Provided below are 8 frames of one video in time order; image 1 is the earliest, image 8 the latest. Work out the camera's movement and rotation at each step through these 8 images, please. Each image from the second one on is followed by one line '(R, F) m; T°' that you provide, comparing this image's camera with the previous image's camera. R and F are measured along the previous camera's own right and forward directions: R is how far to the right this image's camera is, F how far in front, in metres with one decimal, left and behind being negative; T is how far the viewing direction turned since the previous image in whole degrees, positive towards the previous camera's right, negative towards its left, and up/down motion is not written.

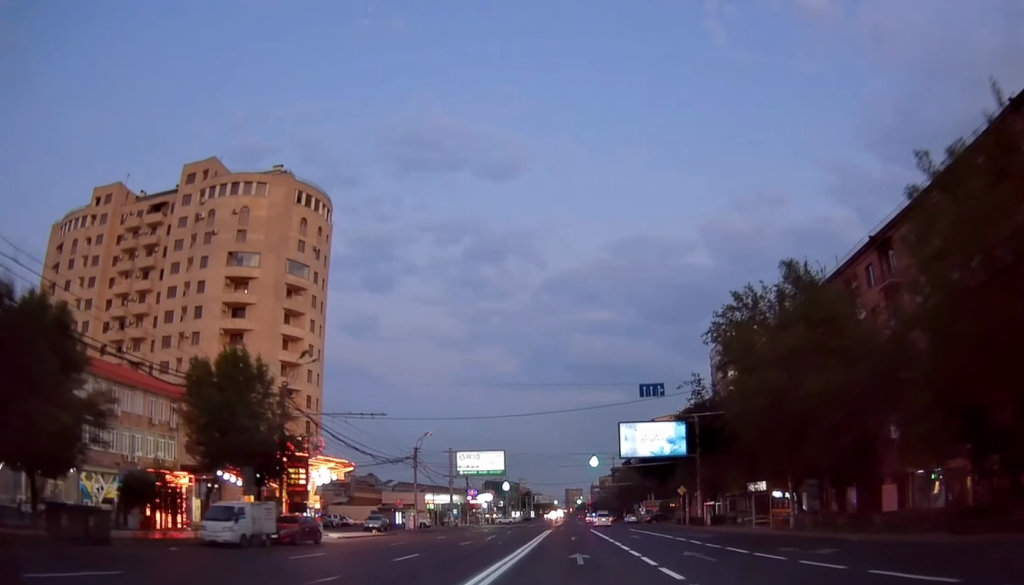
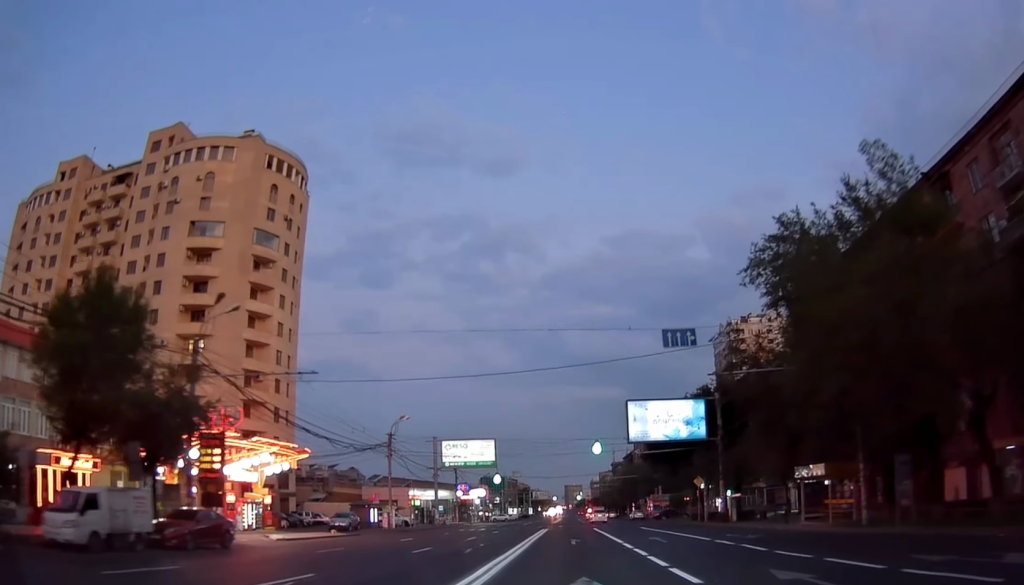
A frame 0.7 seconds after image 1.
(0.0, +9.6) m; -1°
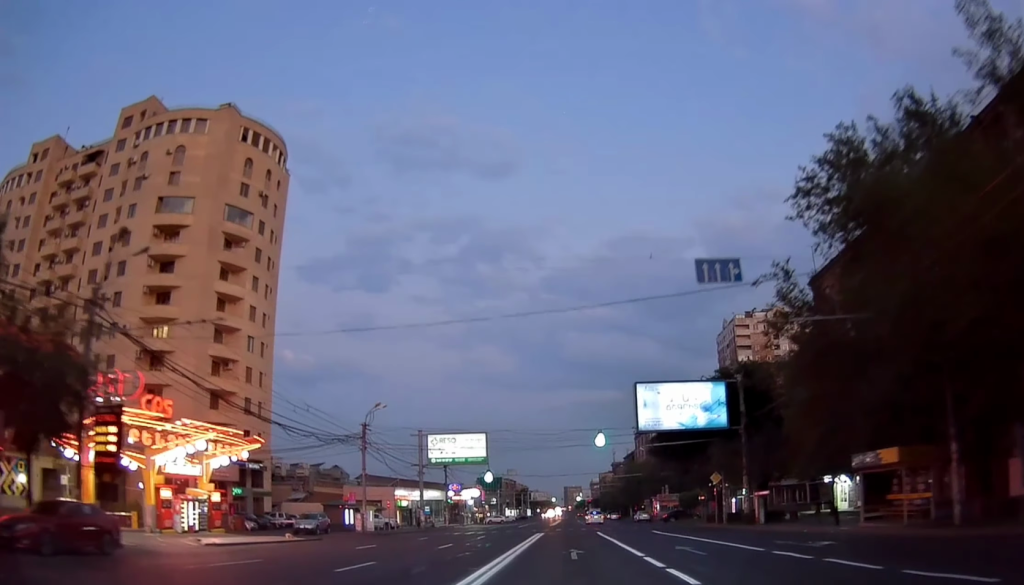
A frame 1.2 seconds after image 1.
(+0.1, +7.3) m; -1°
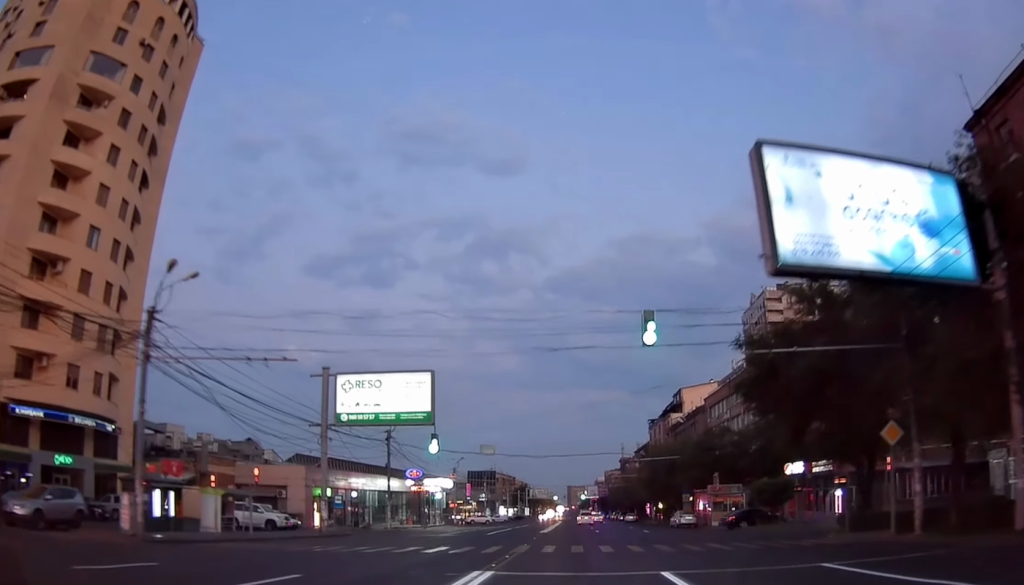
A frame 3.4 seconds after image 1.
(0.0, +29.8) m; +2°
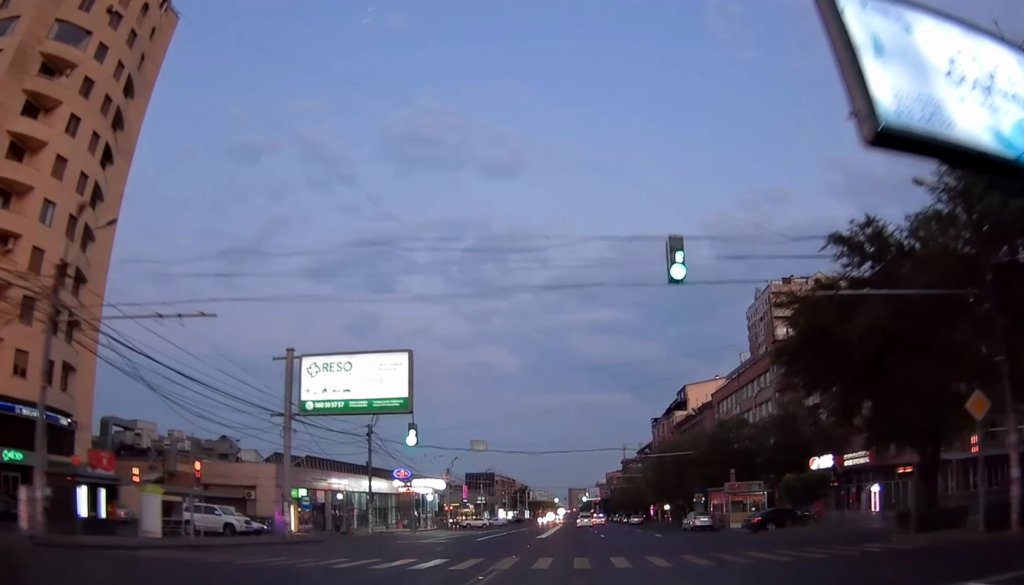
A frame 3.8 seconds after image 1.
(0.0, +5.9) m; -1°
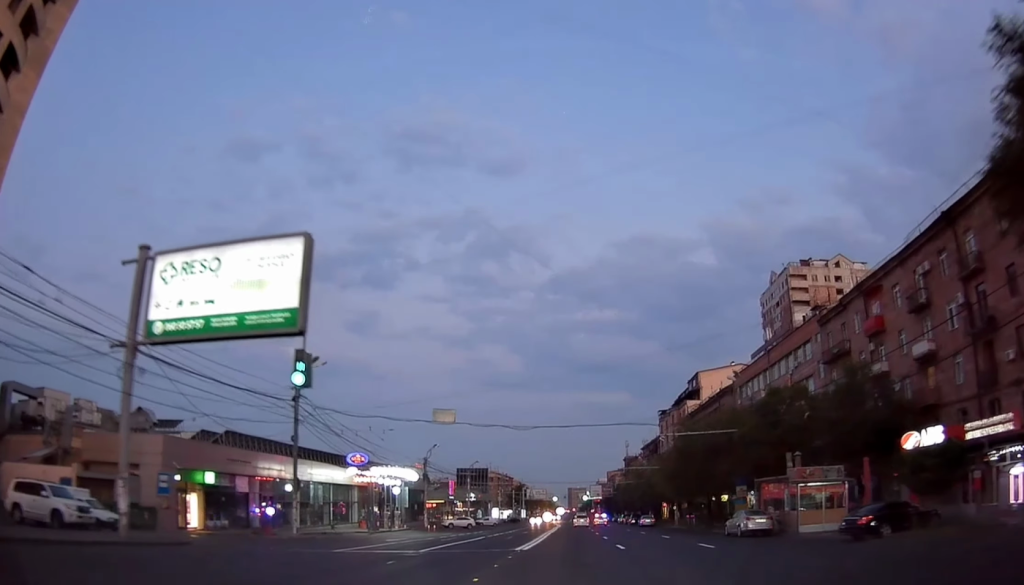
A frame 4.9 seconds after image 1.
(-0.4, +15.4) m; -1°
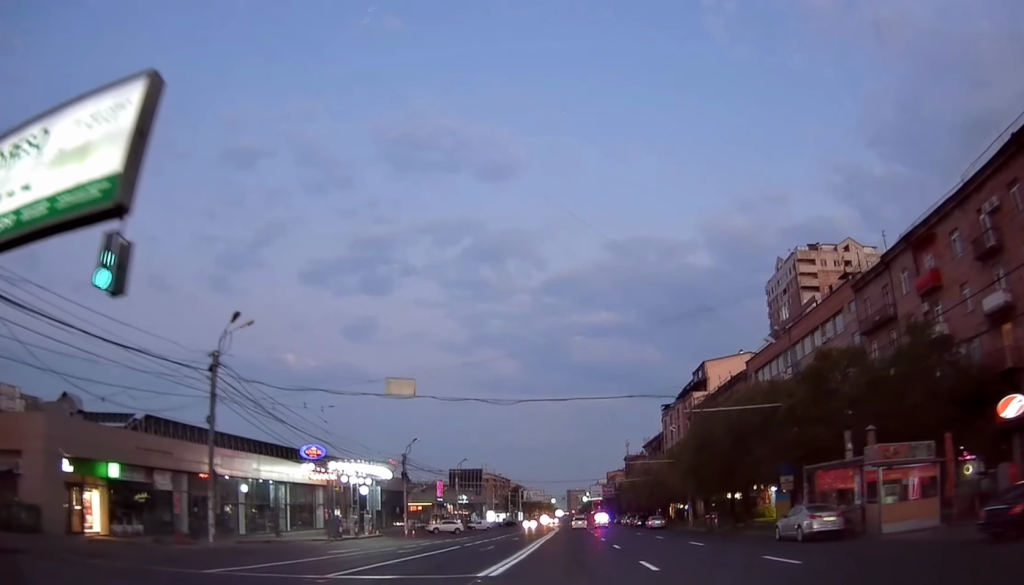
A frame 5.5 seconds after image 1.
(-0.1, +9.5) m; +1°
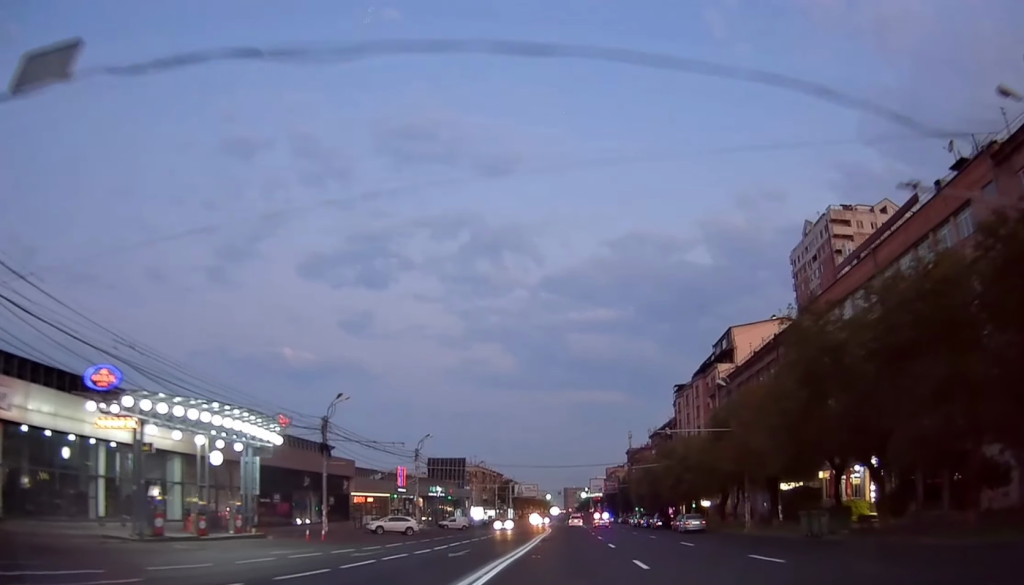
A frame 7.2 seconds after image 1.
(+0.7, +23.5) m; +2°
